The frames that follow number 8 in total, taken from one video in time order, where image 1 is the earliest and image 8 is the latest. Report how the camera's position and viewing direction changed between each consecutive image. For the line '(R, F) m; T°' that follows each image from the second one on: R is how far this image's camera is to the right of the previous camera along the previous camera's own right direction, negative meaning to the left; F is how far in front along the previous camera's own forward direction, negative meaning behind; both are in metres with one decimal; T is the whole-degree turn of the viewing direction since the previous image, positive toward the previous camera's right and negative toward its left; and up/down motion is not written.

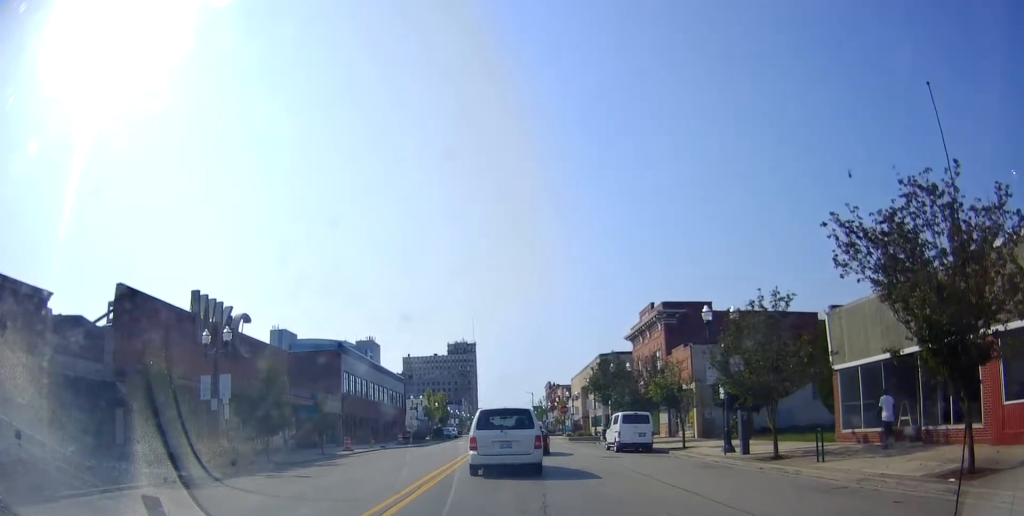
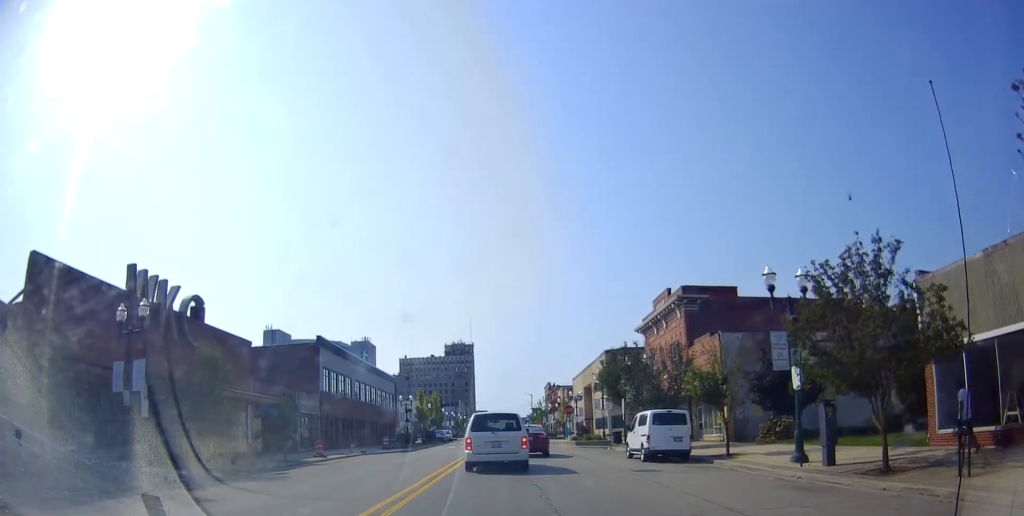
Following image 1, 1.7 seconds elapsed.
(-0.8, +5.2) m; -4°
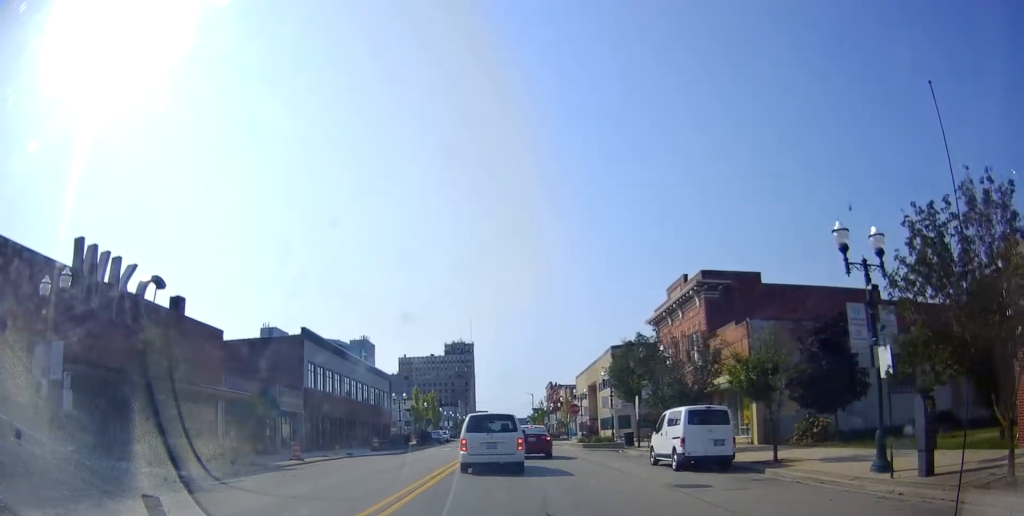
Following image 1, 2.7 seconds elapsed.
(+0.3, +3.5) m; +3°
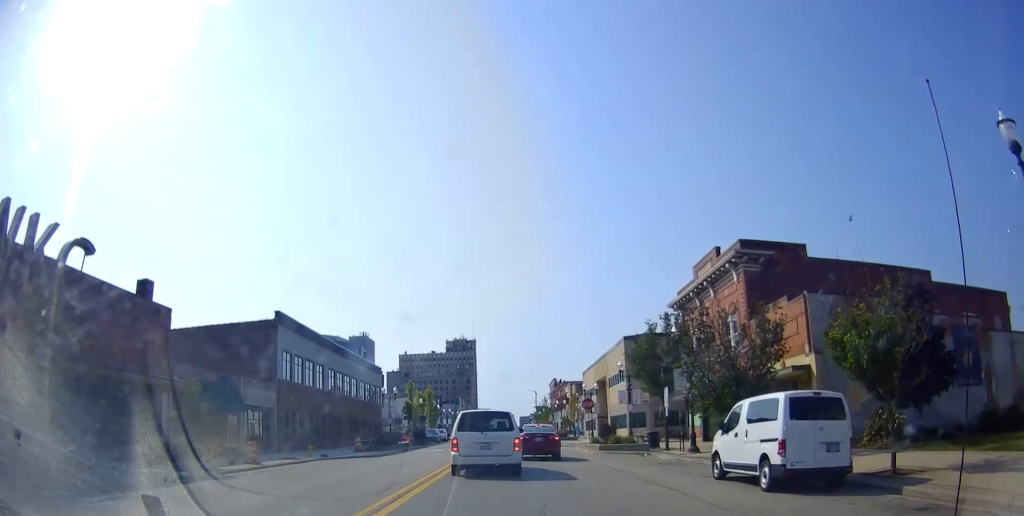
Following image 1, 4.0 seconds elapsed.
(-0.3, +5.7) m; -2°
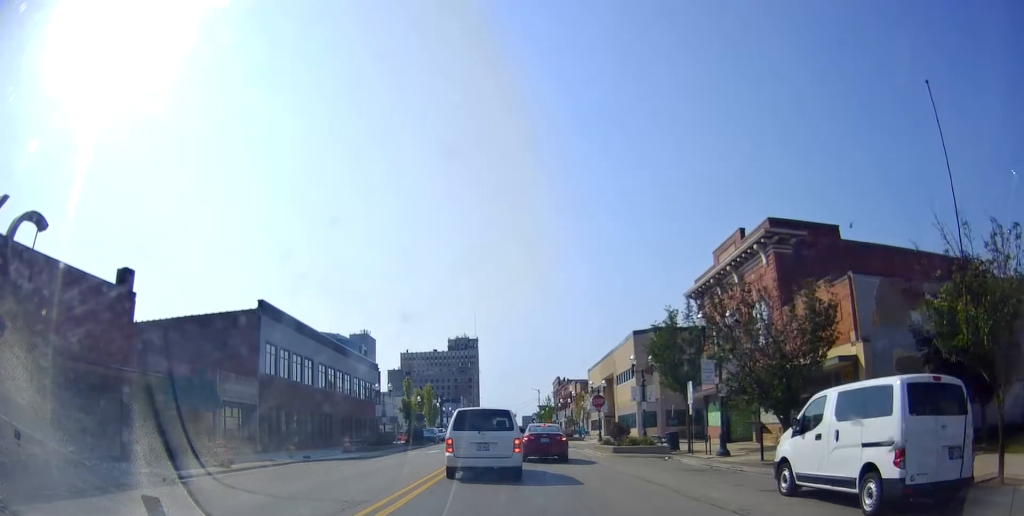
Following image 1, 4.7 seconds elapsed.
(+0.2, +3.8) m; 0°
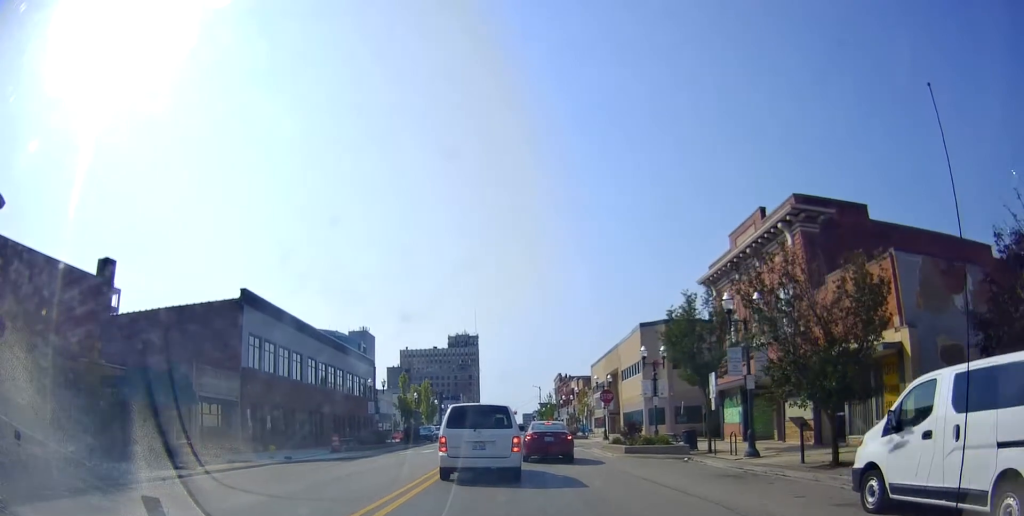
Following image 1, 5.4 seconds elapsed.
(+0.1, +3.3) m; 0°
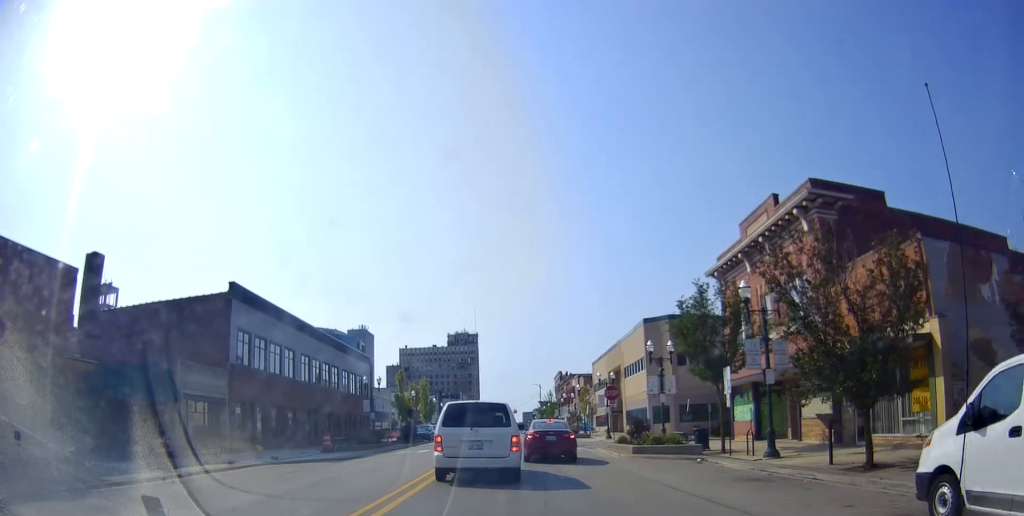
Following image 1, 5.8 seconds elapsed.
(-0.2, +2.1) m; 0°
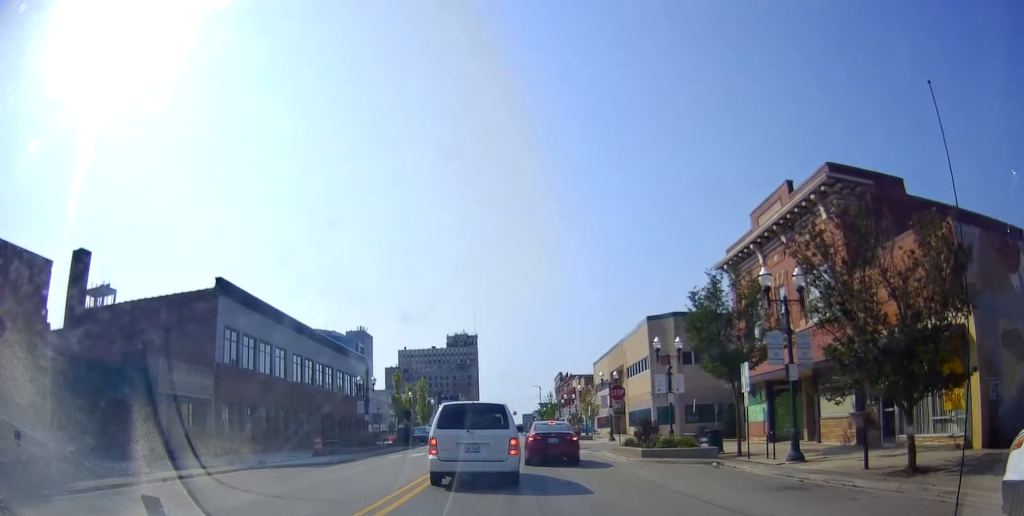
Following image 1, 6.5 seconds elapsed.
(0.0, +2.4) m; +2°
